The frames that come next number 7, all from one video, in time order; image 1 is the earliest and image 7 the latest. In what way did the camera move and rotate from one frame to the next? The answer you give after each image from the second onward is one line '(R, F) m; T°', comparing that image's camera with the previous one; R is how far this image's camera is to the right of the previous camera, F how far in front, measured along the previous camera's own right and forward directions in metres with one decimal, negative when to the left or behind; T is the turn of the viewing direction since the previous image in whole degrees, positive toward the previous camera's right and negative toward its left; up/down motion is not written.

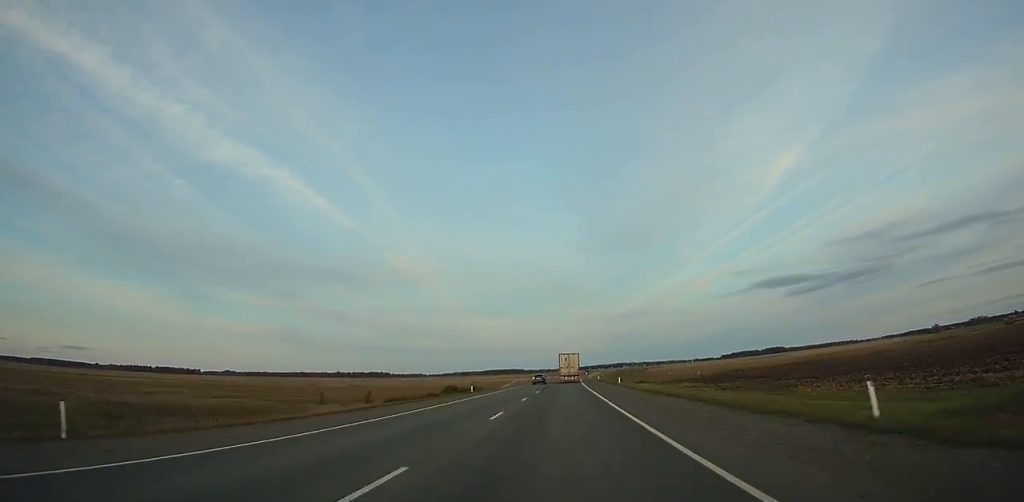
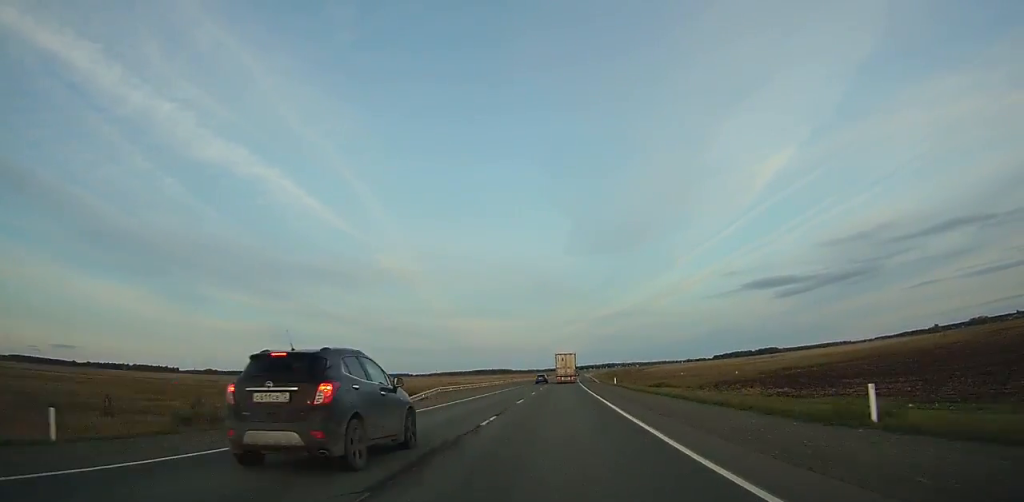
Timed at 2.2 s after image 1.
(+0.3, +48.9) m; +1°
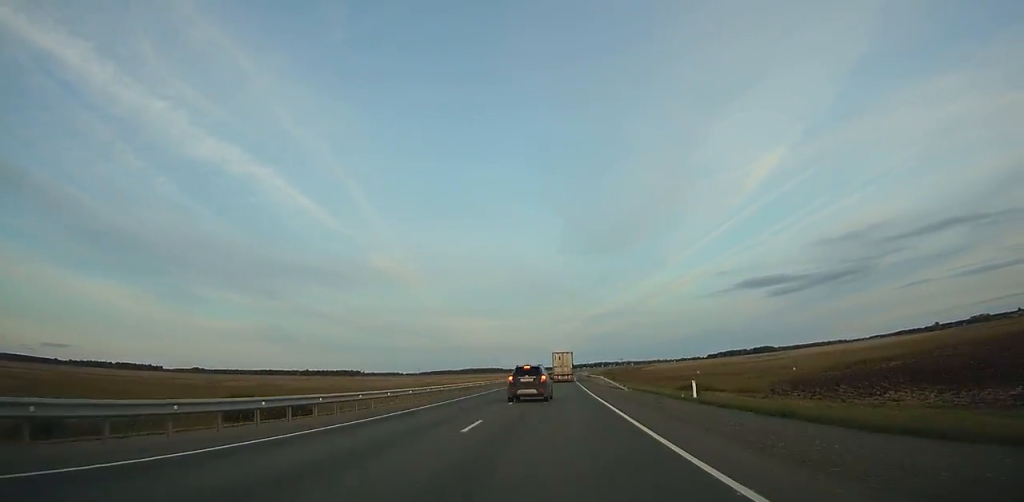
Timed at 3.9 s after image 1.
(+0.3, +37.9) m; +1°
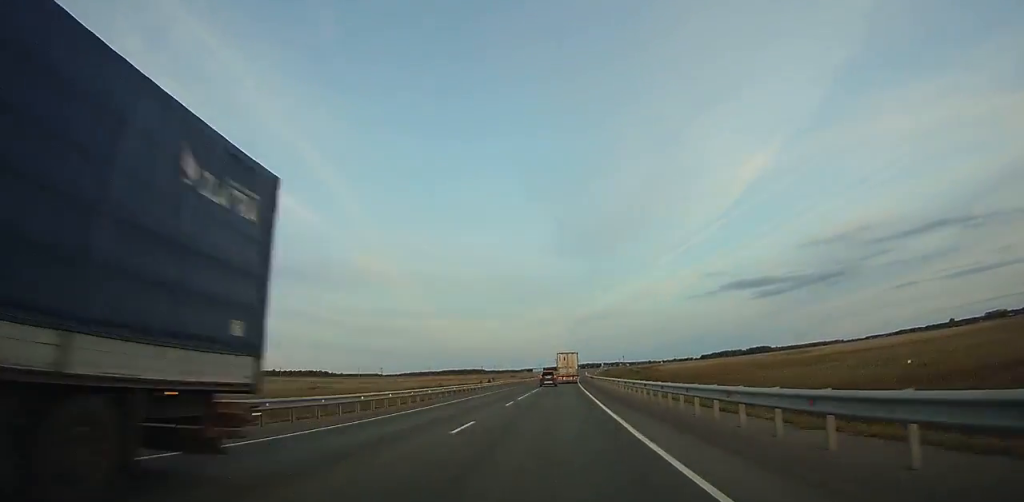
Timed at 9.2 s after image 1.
(+1.9, +119.5) m; +2°
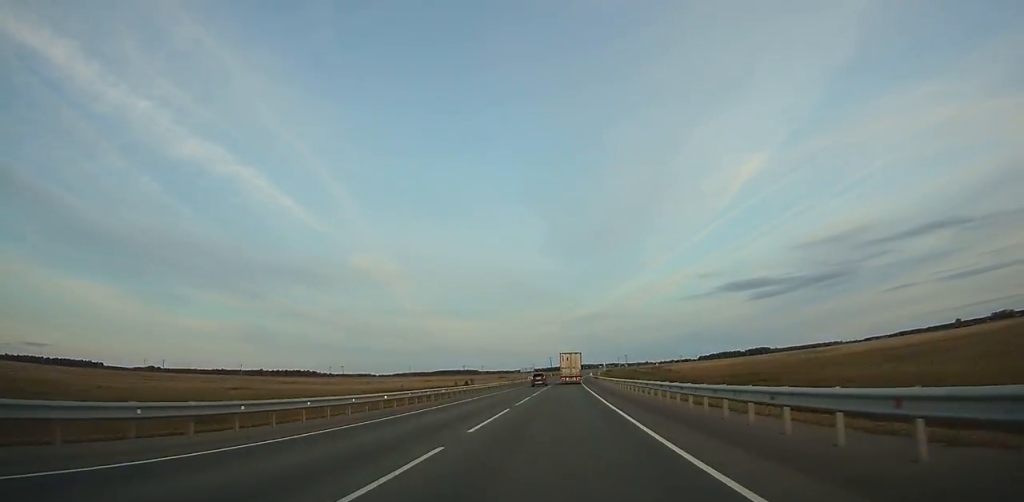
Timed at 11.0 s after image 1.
(+0.3, +41.1) m; +1°
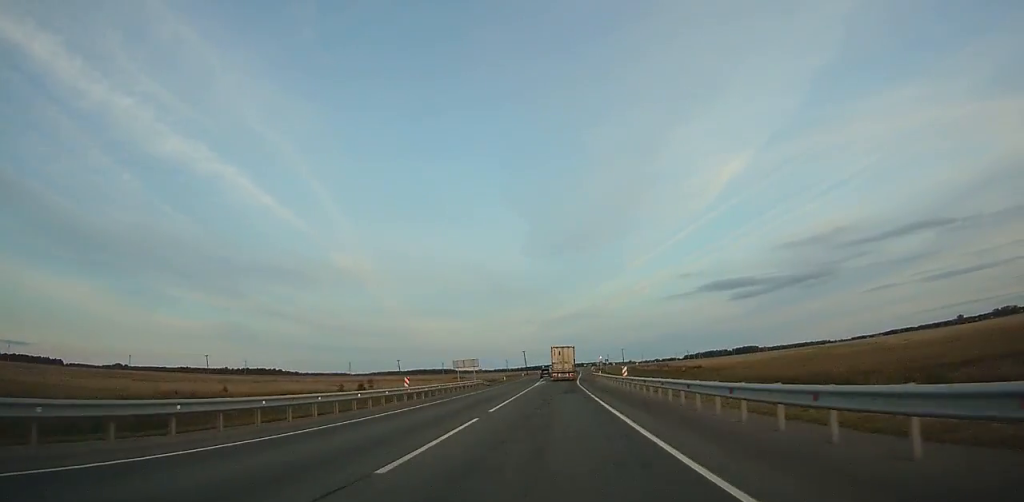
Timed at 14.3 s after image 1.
(+0.4, +75.8) m; +1°
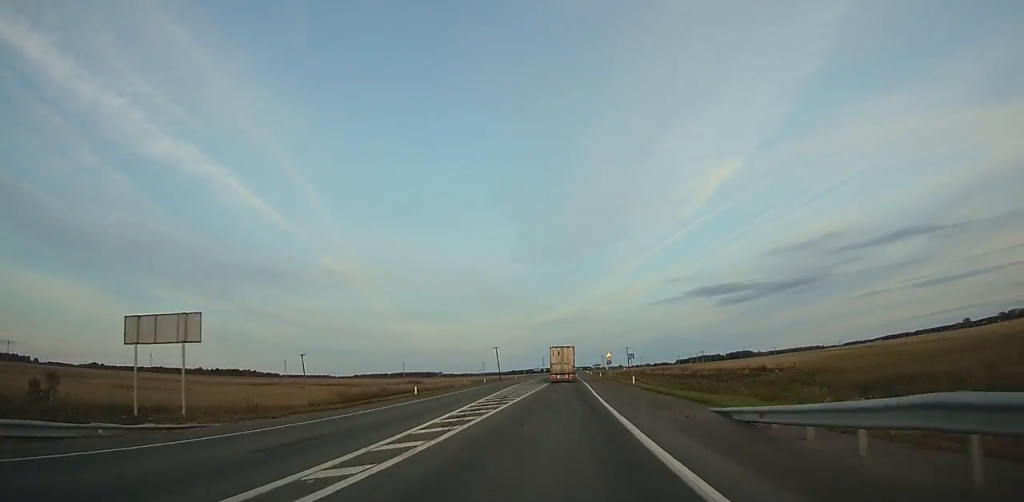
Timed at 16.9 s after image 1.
(+0.7, +59.8) m; +1°
